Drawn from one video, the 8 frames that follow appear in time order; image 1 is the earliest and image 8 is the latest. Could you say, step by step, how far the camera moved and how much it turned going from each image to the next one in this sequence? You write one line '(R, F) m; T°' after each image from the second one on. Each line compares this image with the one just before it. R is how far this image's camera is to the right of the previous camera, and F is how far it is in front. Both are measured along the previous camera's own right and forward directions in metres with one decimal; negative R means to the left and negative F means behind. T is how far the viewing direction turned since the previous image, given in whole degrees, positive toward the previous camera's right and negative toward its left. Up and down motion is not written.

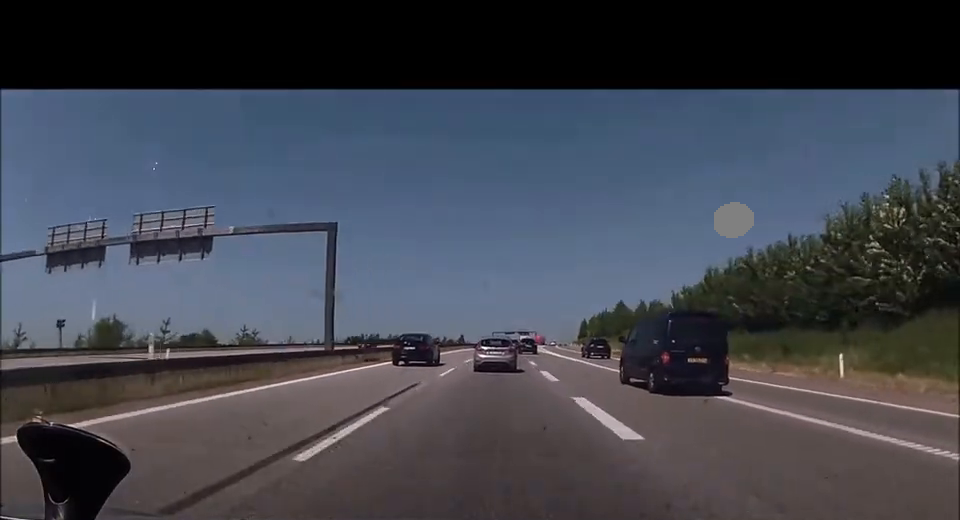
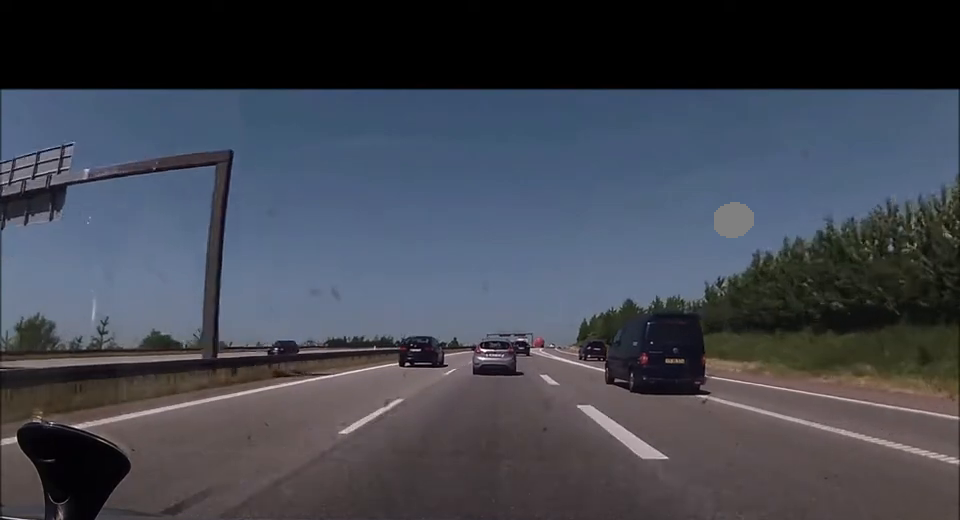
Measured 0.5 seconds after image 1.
(0.0, +13.2) m; 0°
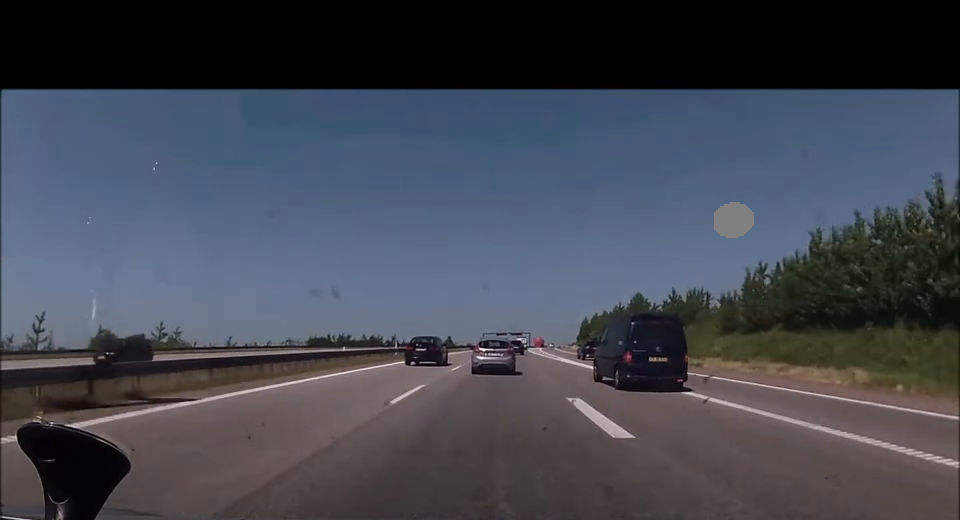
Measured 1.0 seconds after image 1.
(-0.1, +10.8) m; 0°
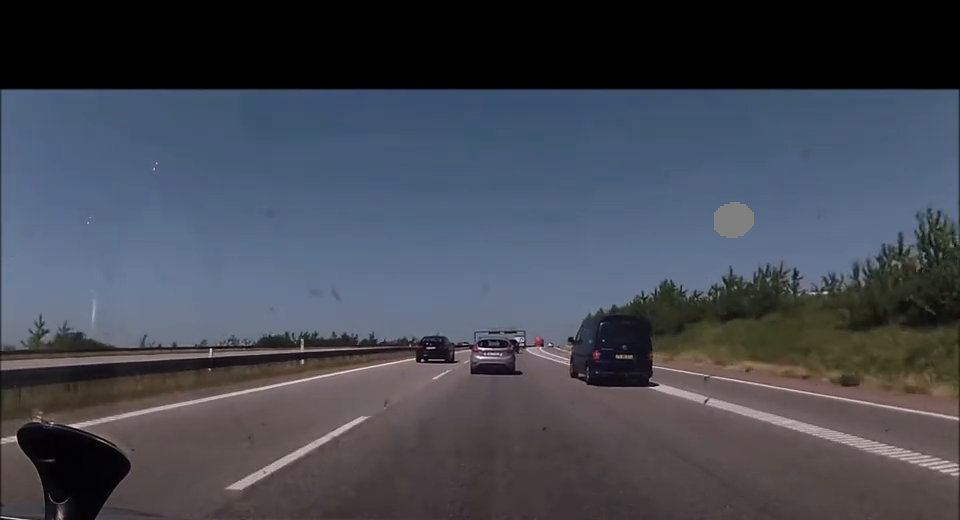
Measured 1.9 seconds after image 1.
(+0.3, +22.6) m; 0°
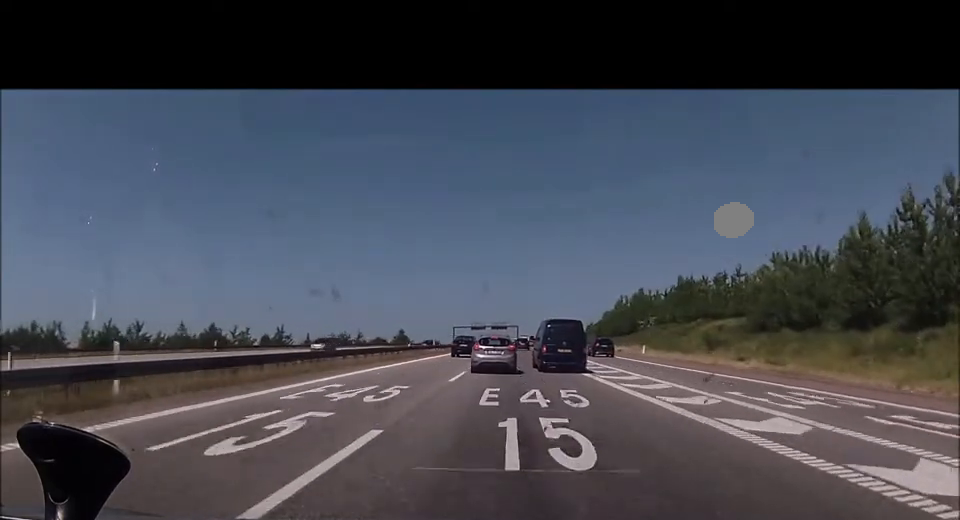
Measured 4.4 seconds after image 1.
(+0.6, +62.3) m; +2°
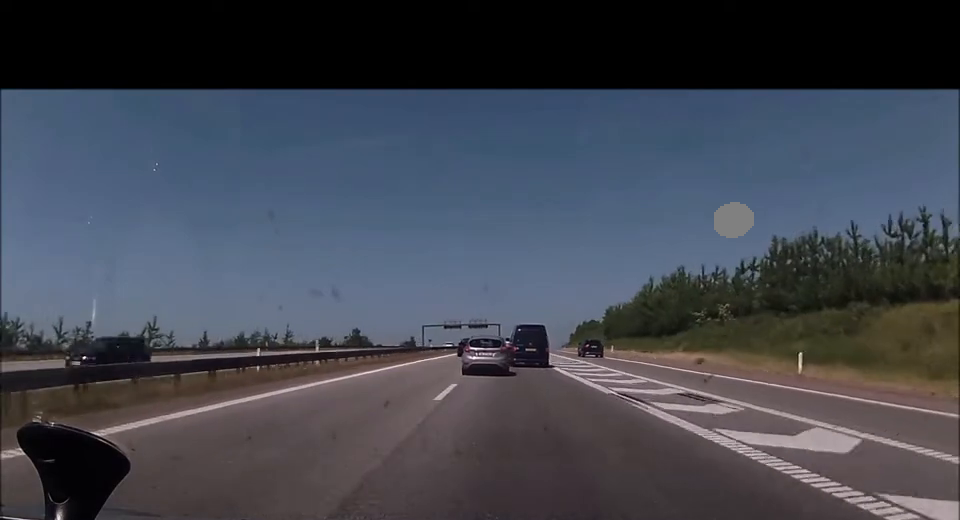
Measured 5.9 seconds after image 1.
(-0.2, +36.2) m; +1°
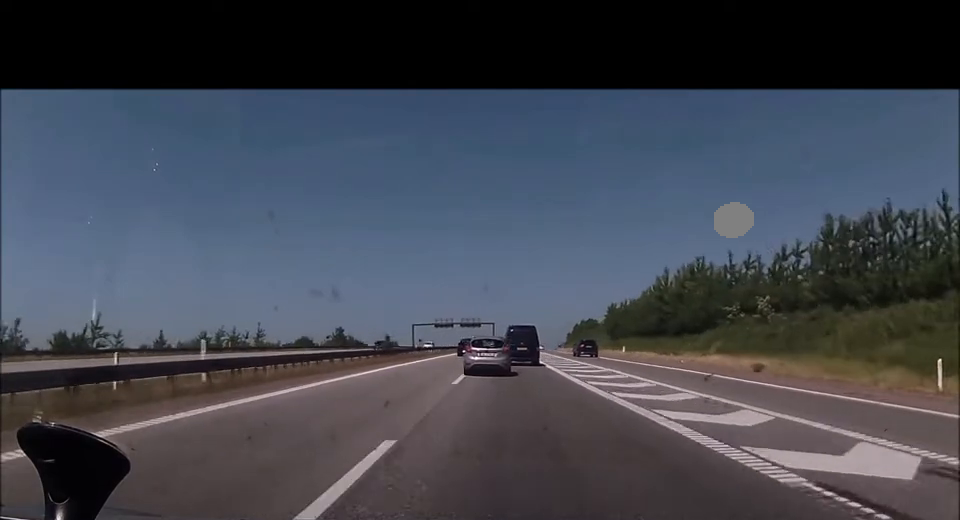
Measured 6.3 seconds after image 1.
(0.0, +10.3) m; +1°
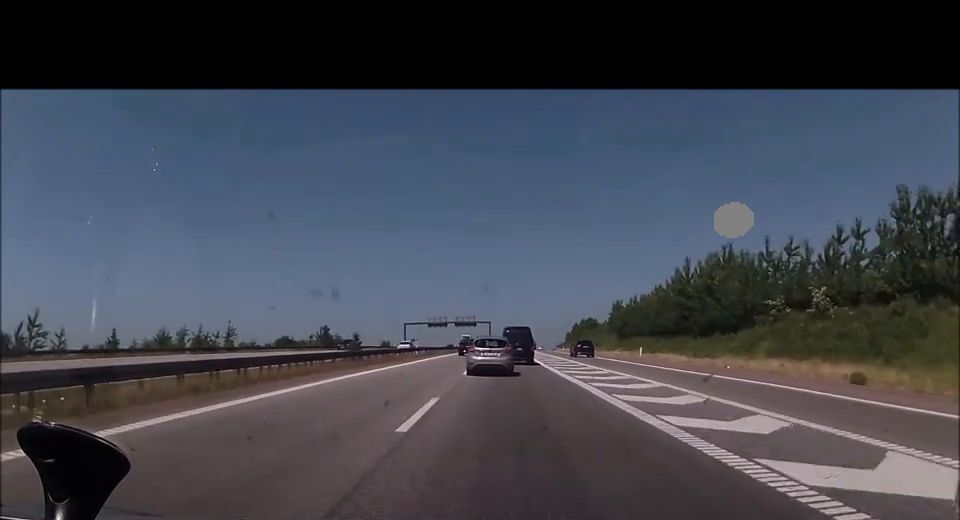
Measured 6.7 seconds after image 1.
(+0.3, +9.4) m; +1°
